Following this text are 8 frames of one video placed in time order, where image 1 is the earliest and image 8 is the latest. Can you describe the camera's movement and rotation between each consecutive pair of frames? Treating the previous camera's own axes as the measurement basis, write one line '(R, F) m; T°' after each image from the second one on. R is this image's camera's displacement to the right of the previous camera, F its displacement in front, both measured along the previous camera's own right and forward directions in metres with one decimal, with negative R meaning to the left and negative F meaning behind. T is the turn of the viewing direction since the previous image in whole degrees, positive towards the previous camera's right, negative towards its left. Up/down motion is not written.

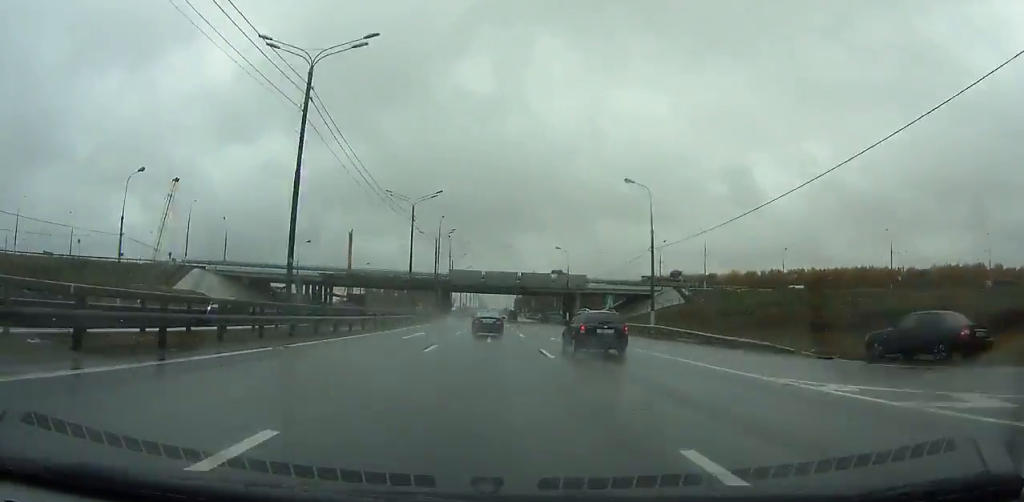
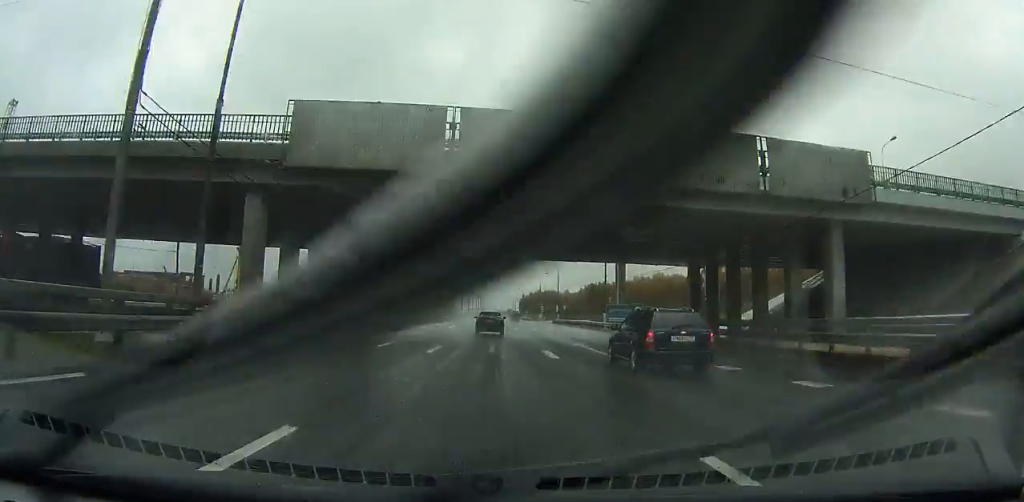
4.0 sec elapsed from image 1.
(0.0, +82.5) m; 0°
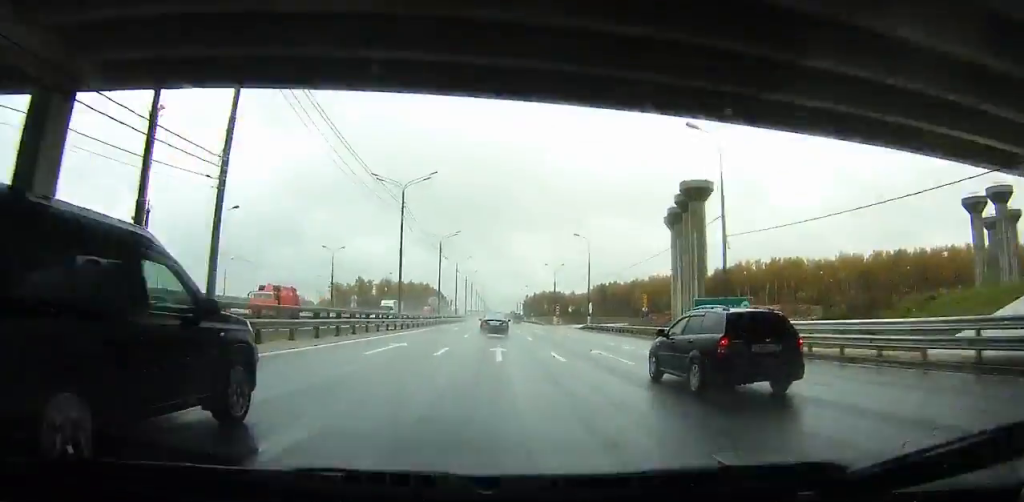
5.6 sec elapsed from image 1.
(0.0, +34.8) m; 0°
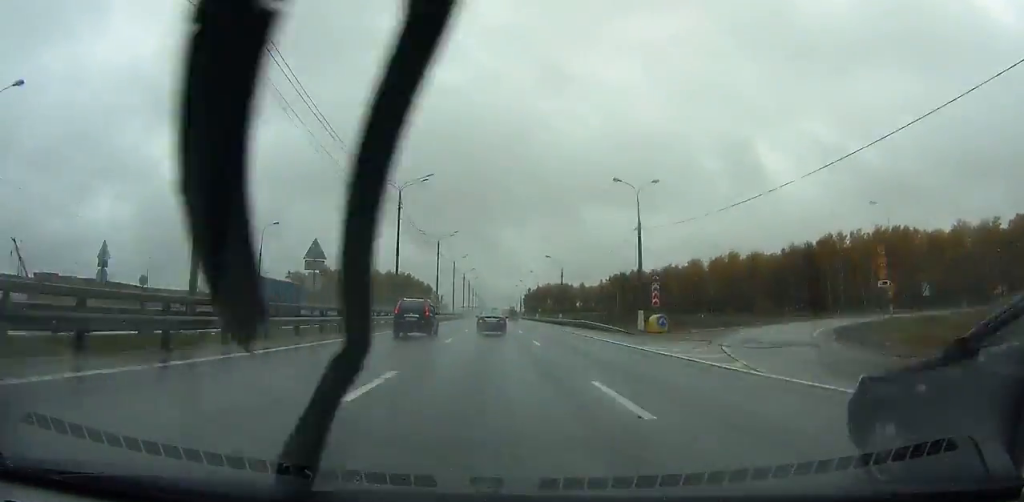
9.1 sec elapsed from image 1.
(+0.1, +80.8) m; 0°
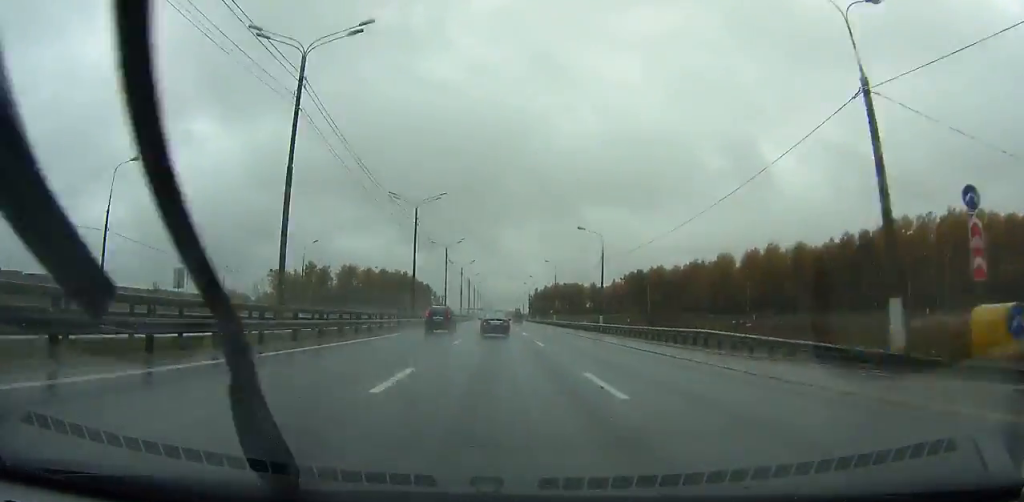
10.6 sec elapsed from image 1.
(-0.1, +35.5) m; 0°
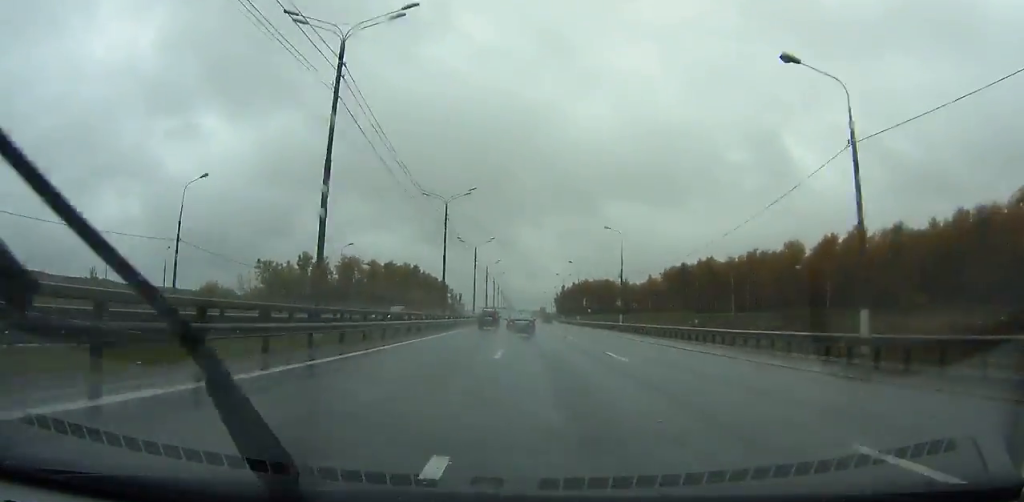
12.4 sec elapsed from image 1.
(-0.1, +42.8) m; 0°
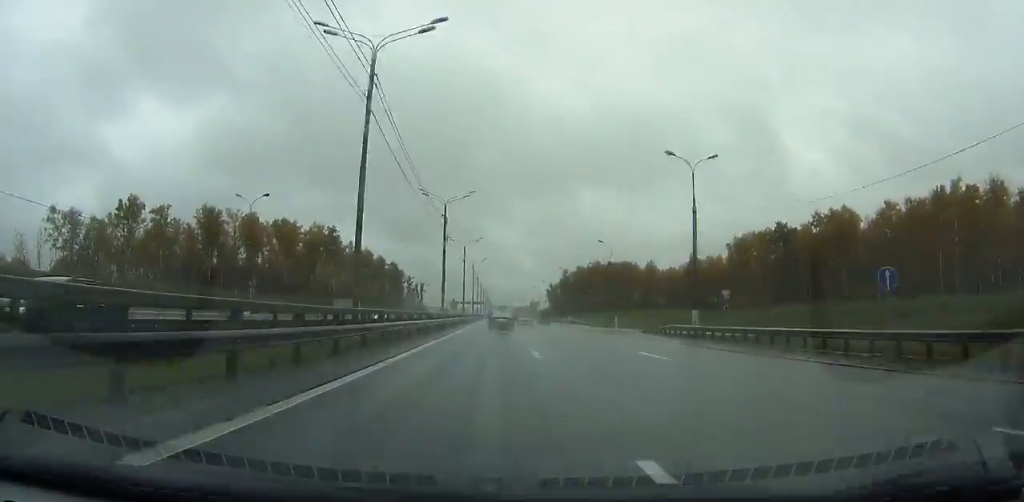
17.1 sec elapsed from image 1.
(+0.1, +113.0) m; 0°
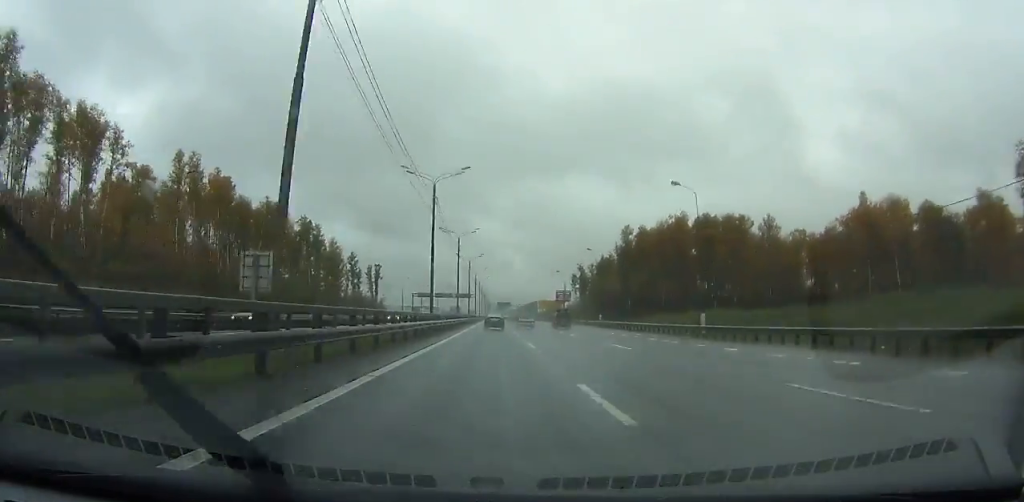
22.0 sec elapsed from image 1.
(+0.2, +118.5) m; 0°
